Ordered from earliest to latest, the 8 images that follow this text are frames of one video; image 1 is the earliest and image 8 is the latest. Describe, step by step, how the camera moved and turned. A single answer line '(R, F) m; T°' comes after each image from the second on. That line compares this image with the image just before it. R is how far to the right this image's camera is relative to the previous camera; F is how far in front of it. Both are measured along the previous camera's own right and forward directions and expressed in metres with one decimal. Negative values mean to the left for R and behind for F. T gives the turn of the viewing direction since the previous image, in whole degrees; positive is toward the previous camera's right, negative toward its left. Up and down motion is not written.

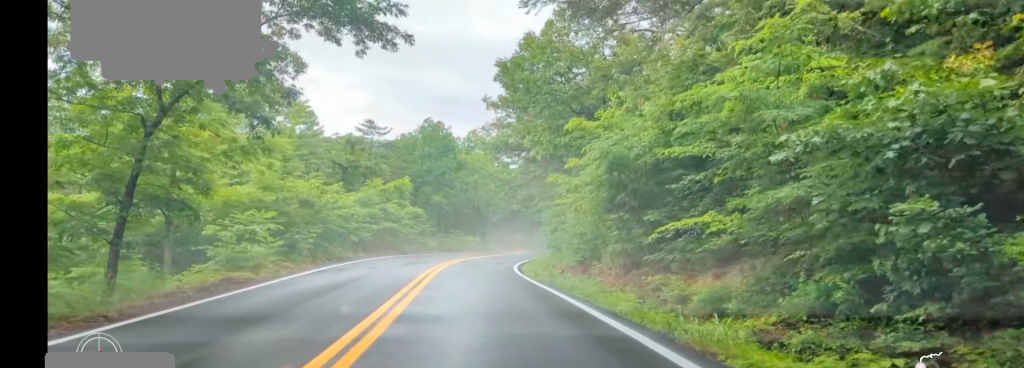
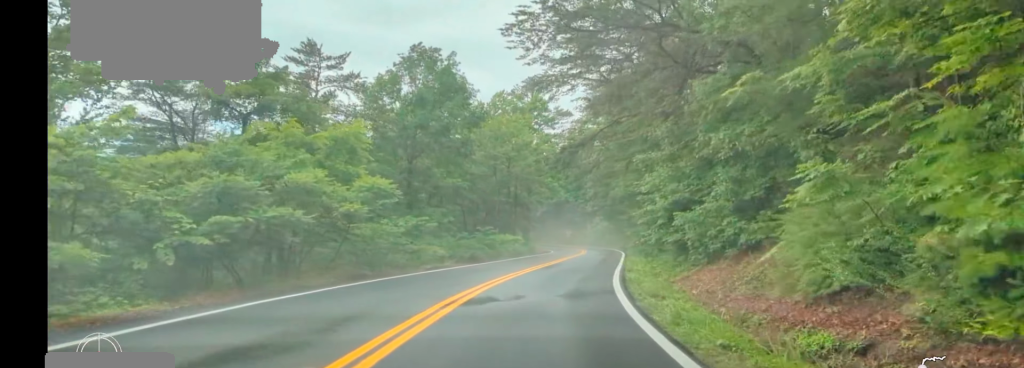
(-0.7, +22.3) m; +1°
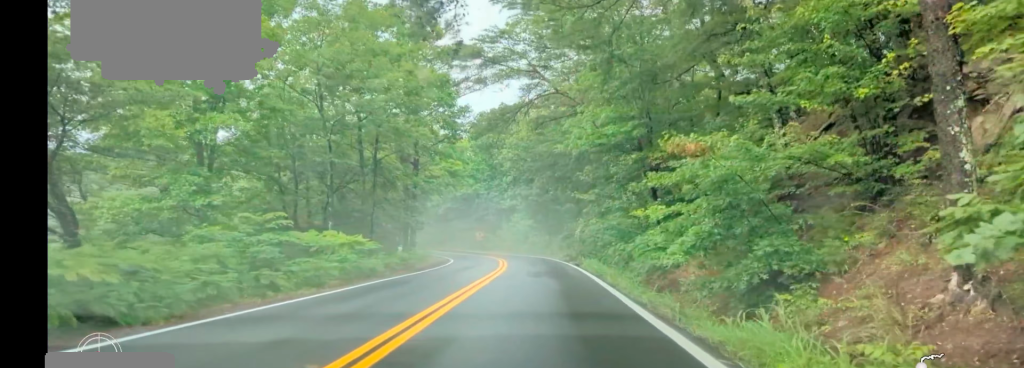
(+1.7, +25.1) m; +6°
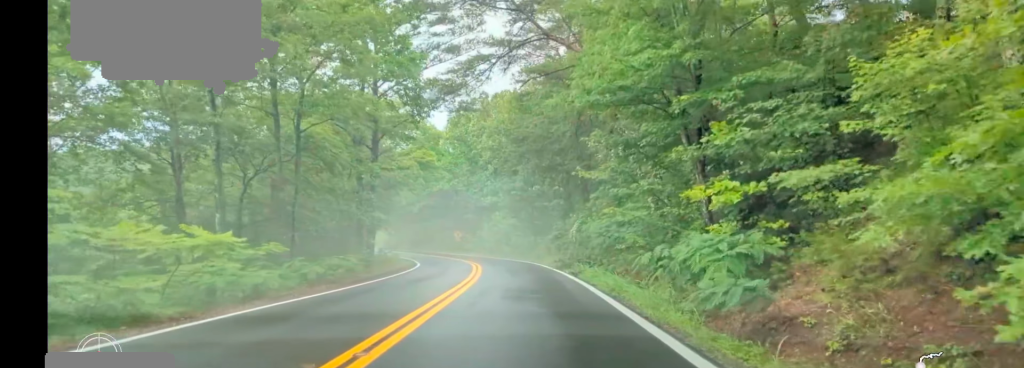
(+0.1, +8.4) m; 0°
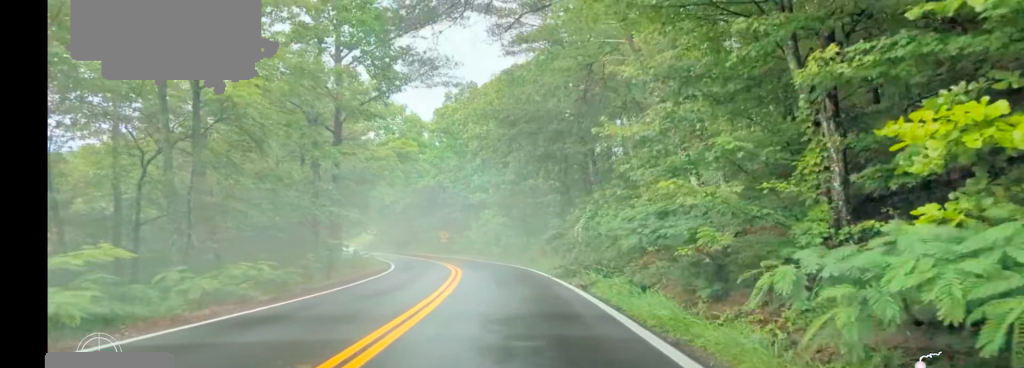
(0.0, +6.7) m; 0°
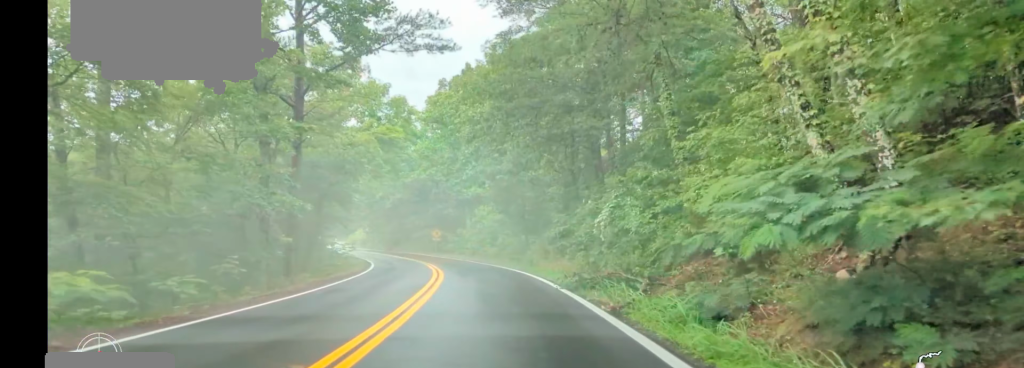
(0.0, +5.7) m; 0°
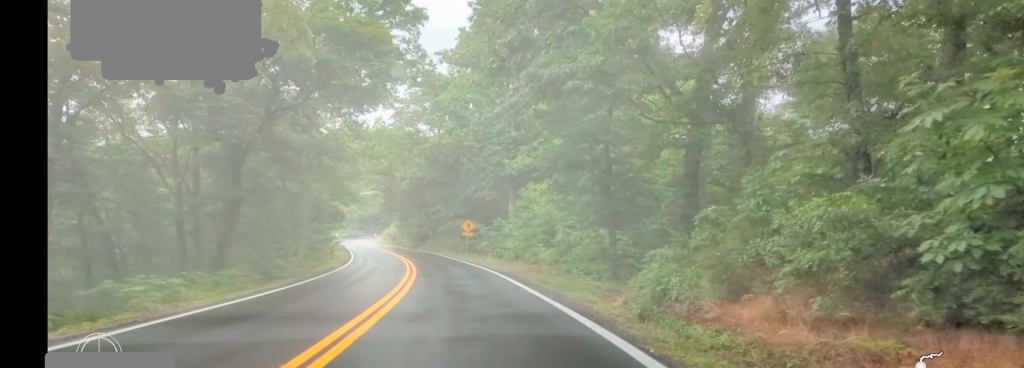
(-0.3, +23.0) m; -4°
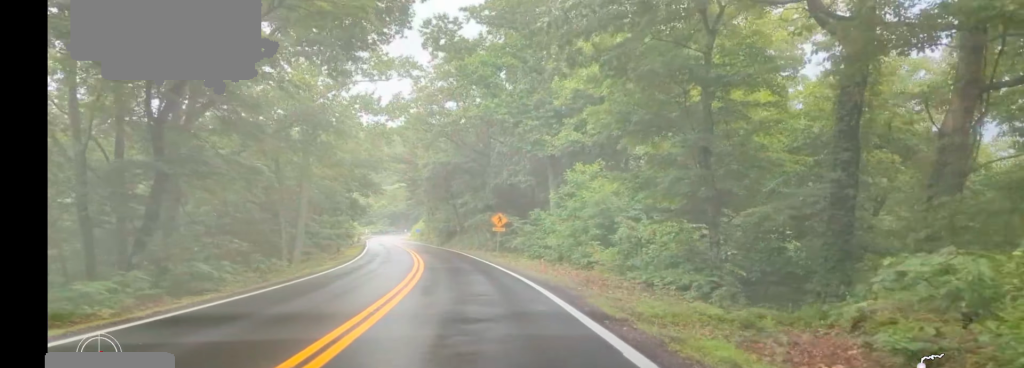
(-0.2, +8.6) m; -3°
